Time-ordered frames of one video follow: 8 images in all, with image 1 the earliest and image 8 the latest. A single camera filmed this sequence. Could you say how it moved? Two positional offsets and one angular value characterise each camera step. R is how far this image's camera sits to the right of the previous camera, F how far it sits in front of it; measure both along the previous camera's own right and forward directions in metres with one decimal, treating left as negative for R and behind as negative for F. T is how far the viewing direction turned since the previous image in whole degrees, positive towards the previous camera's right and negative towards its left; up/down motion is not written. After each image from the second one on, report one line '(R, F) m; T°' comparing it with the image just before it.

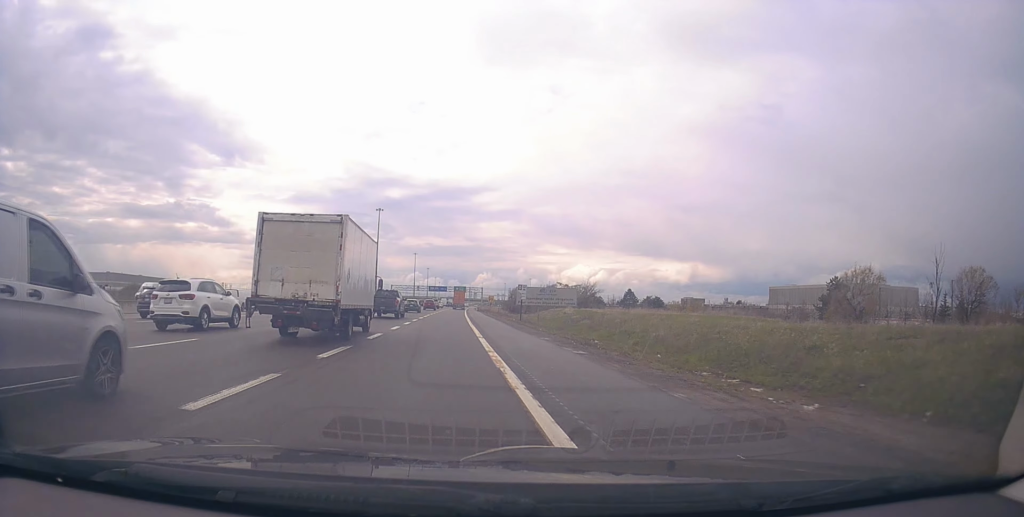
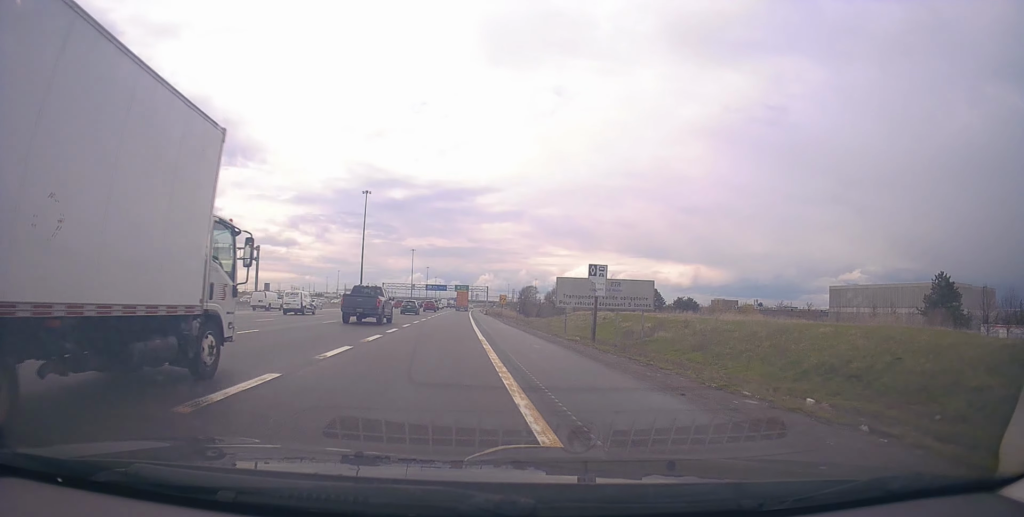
(+0.3, +29.9) m; 0°
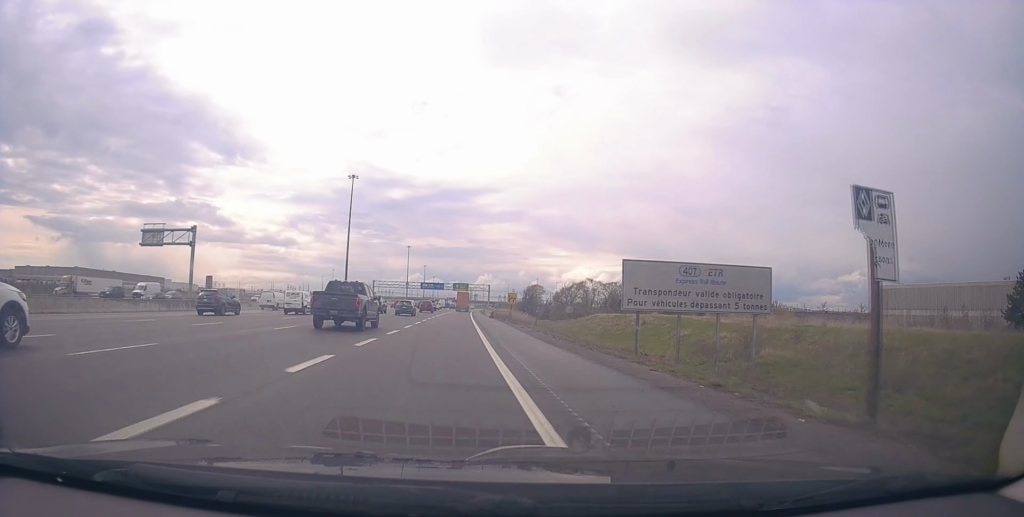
(-0.1, +19.5) m; 0°
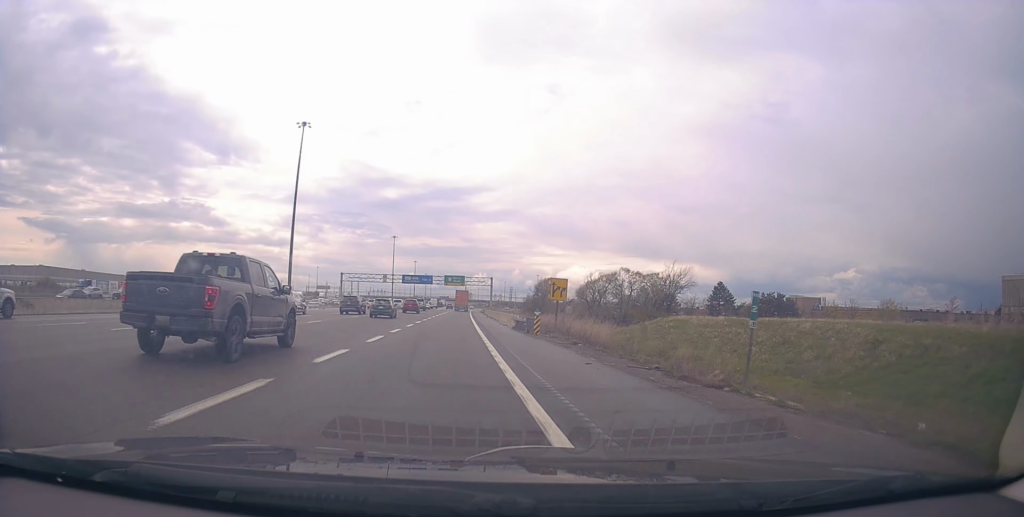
(+0.3, +40.4) m; +1°
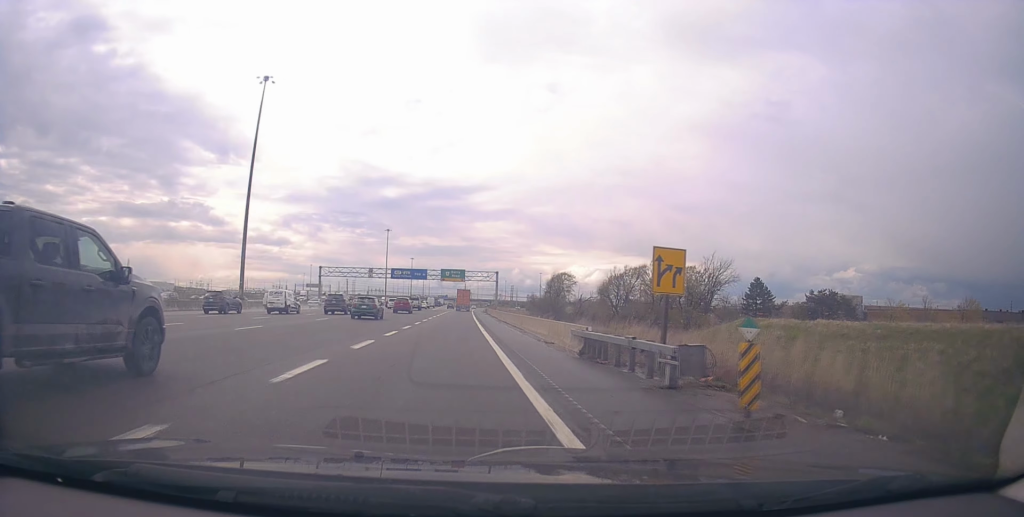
(+0.1, +21.0) m; 0°
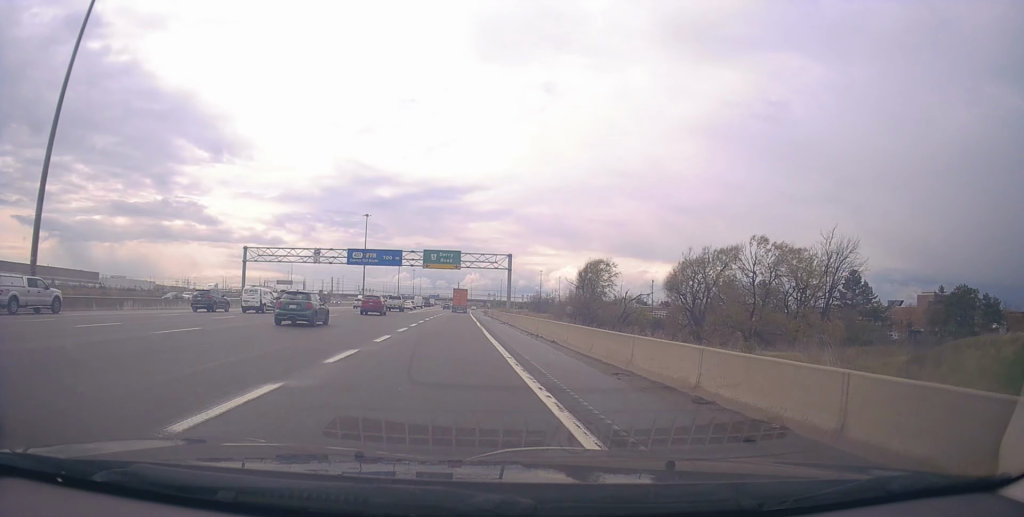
(0.0, +40.3) m; 0°
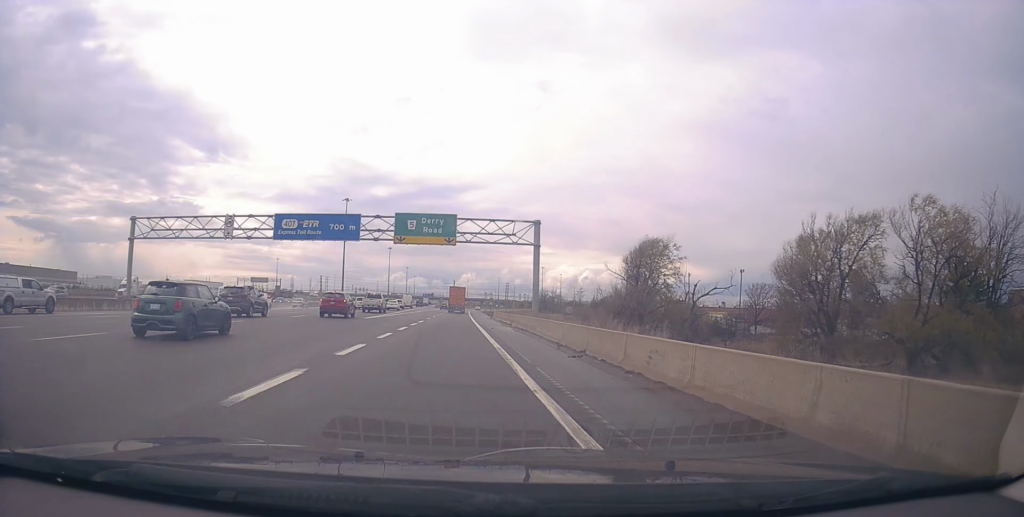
(+0.1, +29.0) m; 0°
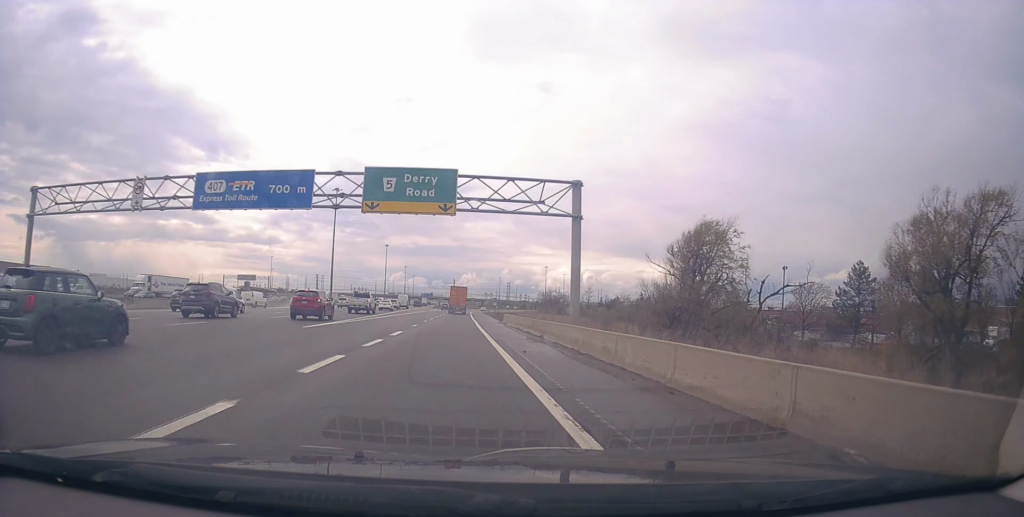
(-0.1, +15.2) m; 0°
